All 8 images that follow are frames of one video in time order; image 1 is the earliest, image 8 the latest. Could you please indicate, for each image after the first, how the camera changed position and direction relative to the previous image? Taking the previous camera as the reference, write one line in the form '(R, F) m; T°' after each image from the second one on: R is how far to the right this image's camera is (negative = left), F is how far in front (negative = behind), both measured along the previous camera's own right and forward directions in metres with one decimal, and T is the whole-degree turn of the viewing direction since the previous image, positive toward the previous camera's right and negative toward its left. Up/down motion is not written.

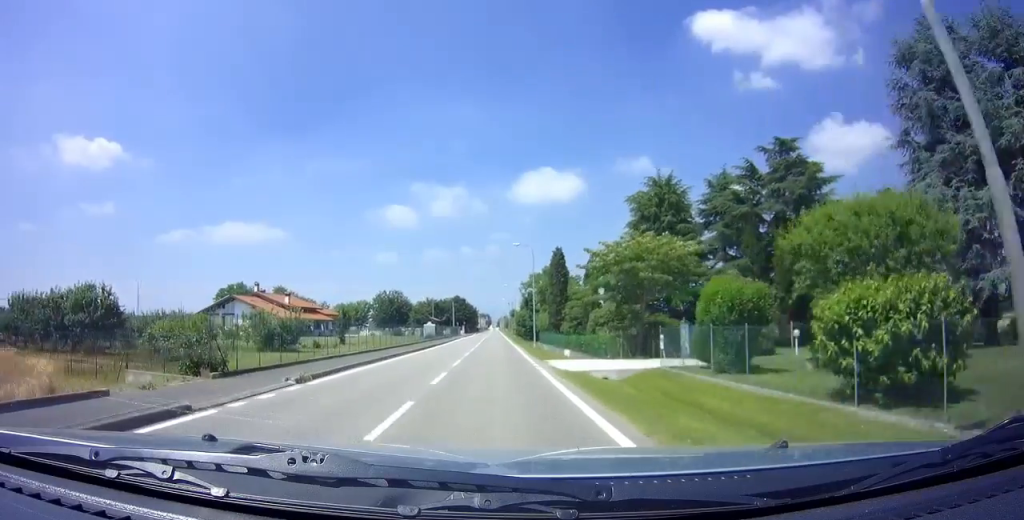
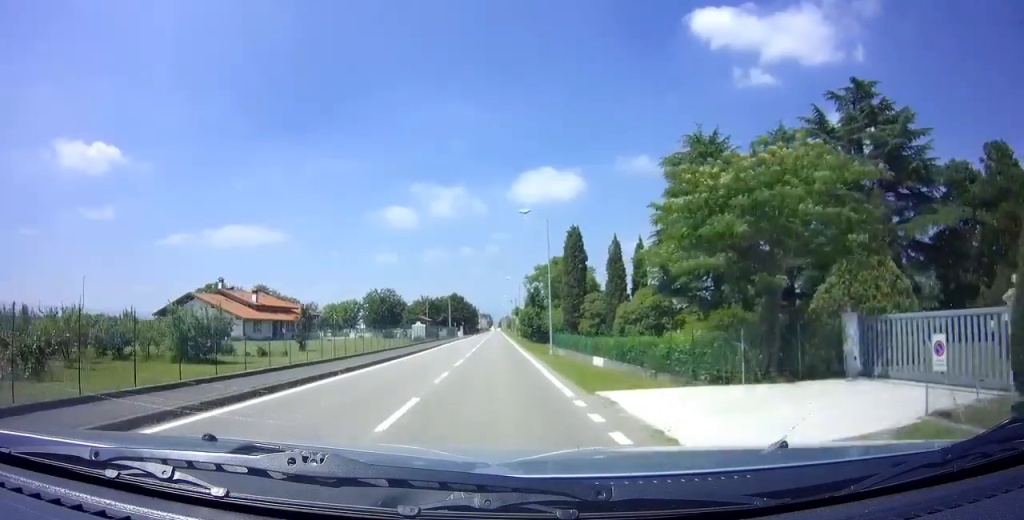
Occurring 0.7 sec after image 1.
(0.0, +12.2) m; 0°
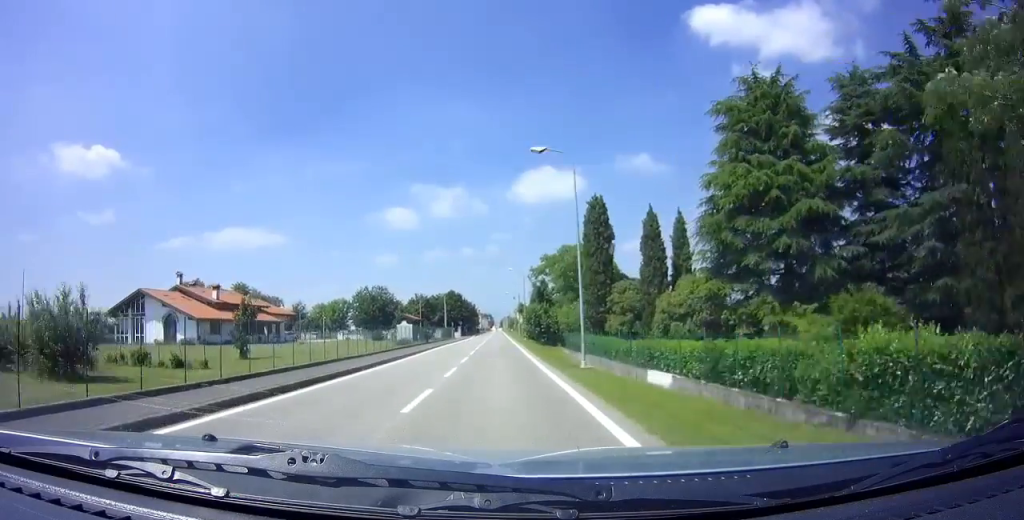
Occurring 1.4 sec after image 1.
(0.0, +10.5) m; 0°
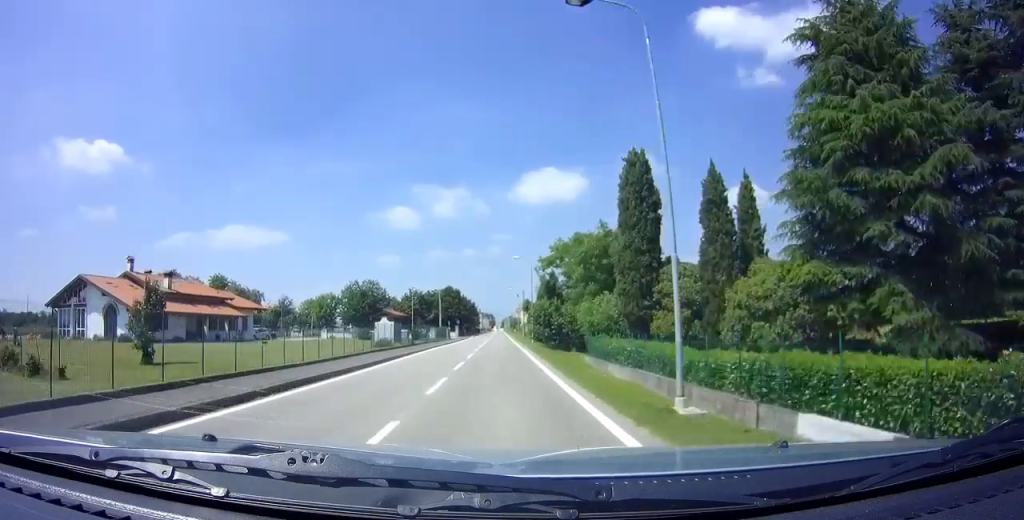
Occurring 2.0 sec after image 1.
(+0.1, +10.0) m; 0°
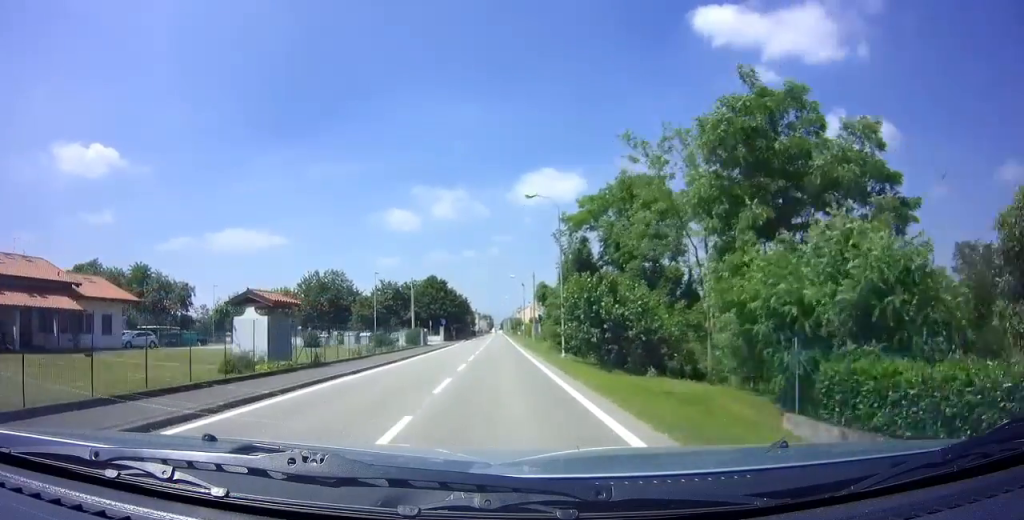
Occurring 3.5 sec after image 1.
(-0.1, +24.6) m; 0°
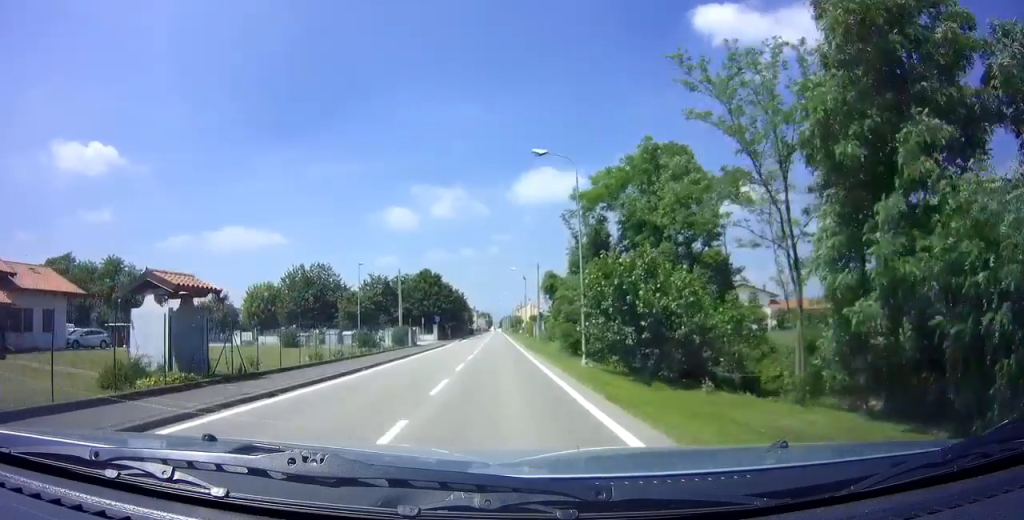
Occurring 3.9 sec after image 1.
(0.0, +6.5) m; 0°
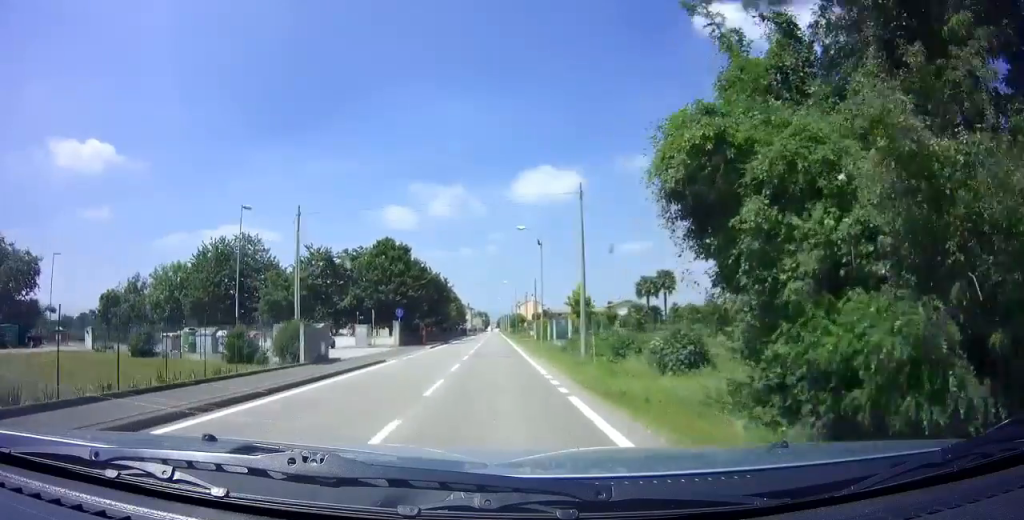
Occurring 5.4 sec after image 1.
(+0.1, +24.5) m; 0°
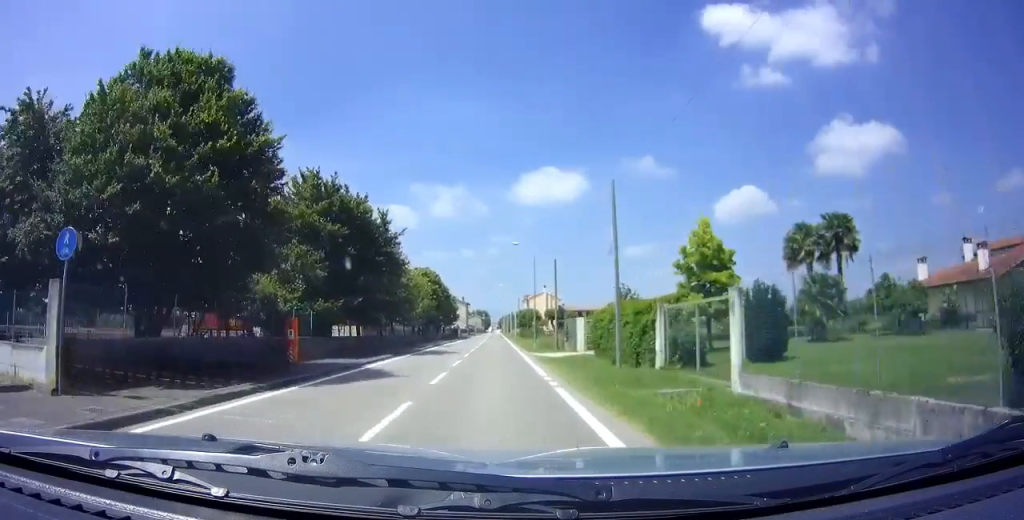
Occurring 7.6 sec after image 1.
(0.0, +35.3) m; 0°
